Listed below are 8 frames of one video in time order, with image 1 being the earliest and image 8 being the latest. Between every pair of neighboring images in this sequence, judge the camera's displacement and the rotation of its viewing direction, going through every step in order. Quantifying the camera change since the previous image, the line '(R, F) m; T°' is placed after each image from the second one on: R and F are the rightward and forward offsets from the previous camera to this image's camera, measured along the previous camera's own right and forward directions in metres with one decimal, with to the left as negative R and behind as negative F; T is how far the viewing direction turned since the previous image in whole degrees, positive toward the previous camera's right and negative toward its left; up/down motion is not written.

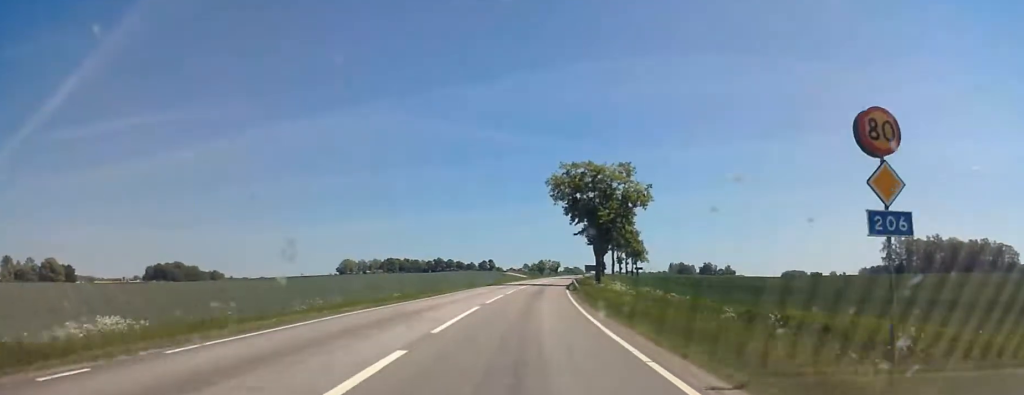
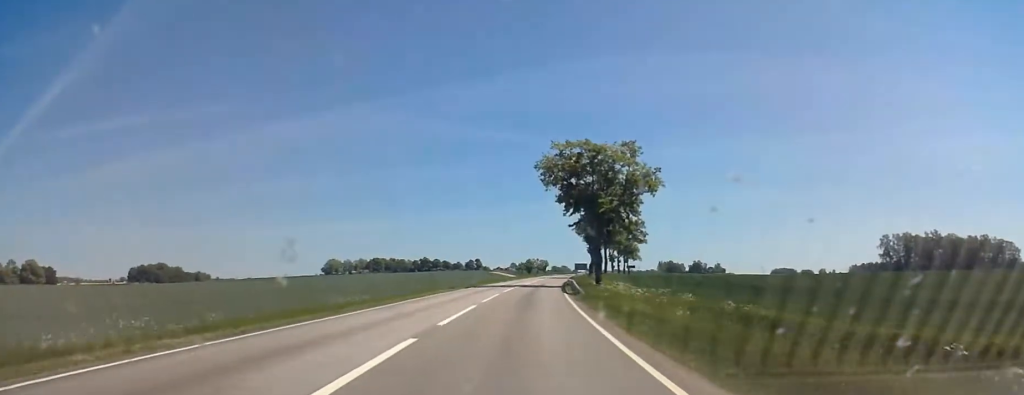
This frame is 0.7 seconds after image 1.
(+0.3, +10.3) m; +2°
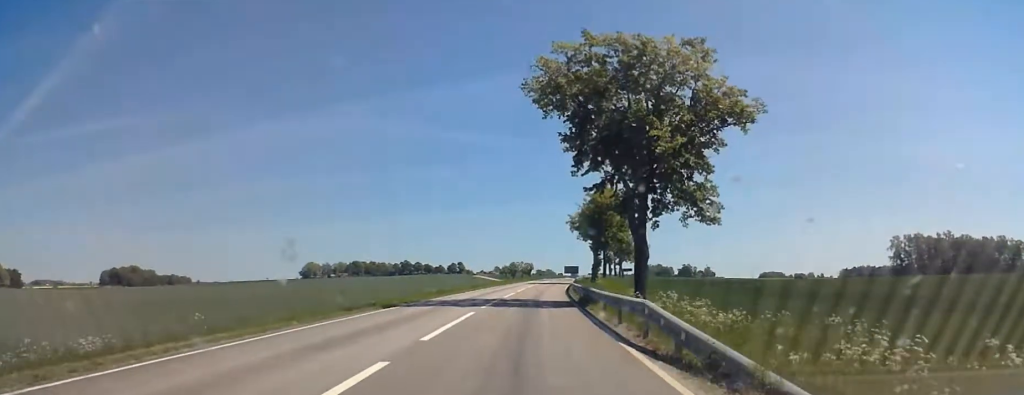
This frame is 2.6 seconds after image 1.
(+0.6, +26.2) m; +1°
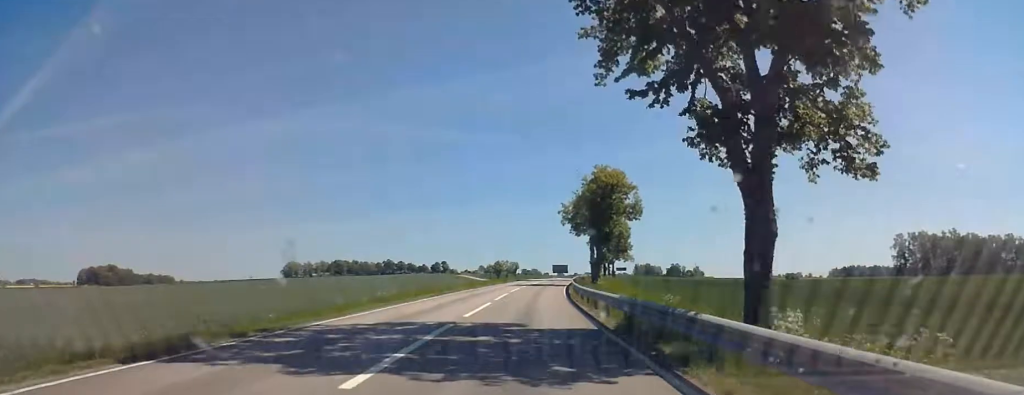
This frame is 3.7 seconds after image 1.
(-0.4, +16.4) m; 0°
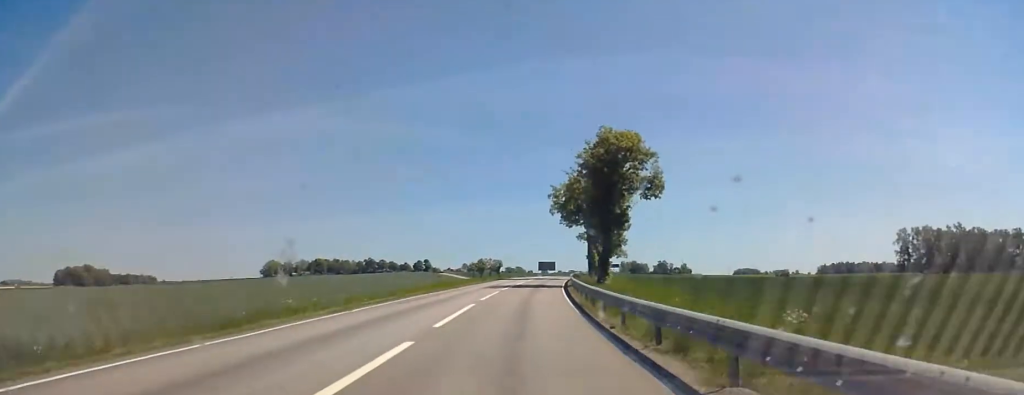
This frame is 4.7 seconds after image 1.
(+0.5, +15.7) m; +2°
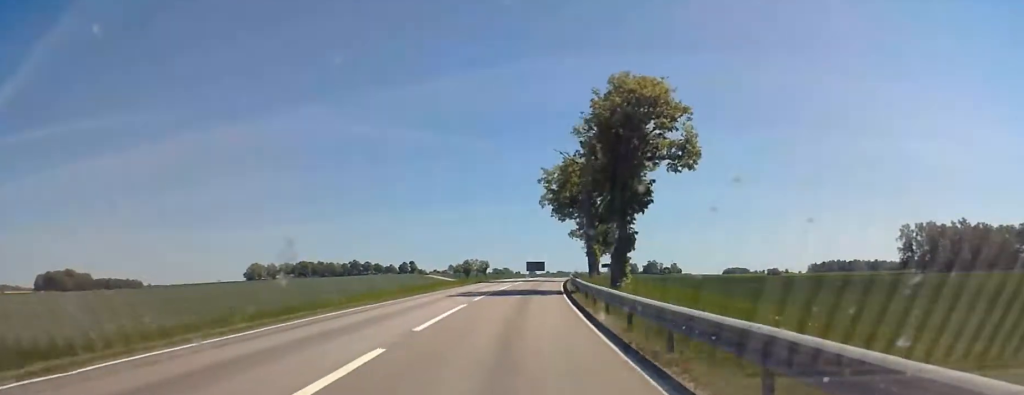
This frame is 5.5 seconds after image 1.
(0.0, +13.1) m; -1°
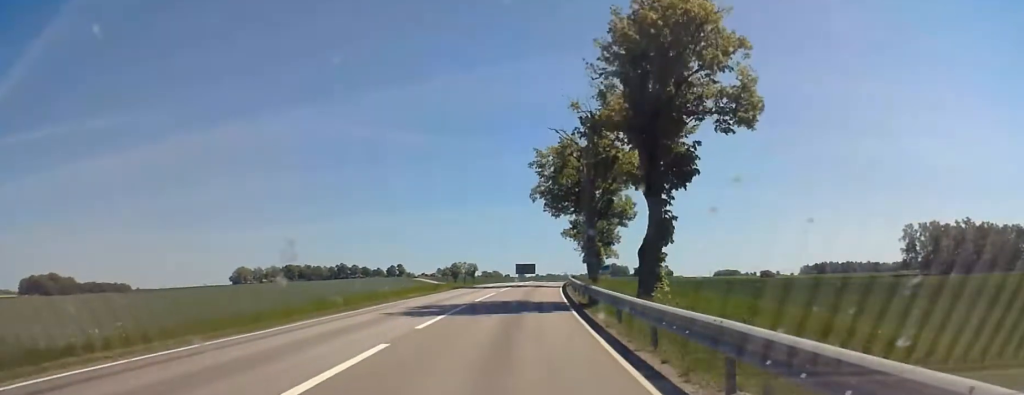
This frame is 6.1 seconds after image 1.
(-0.1, +11.1) m; 0°
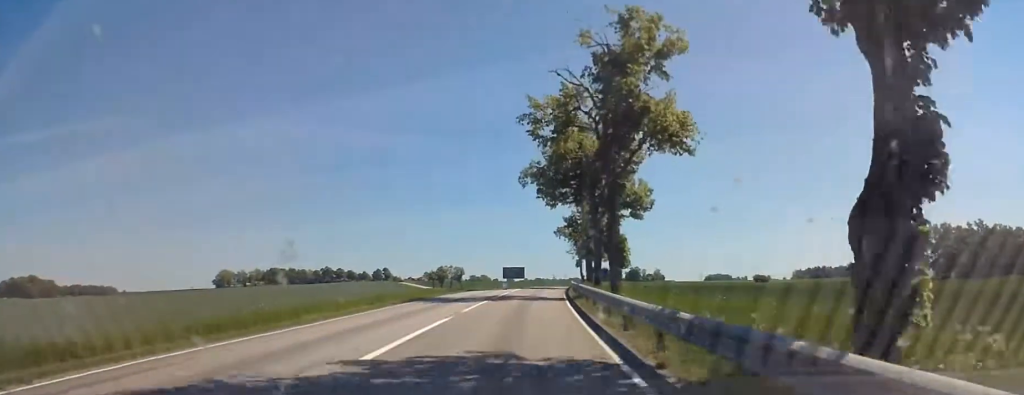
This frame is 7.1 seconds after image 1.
(-0.1, +16.7) m; 0°
